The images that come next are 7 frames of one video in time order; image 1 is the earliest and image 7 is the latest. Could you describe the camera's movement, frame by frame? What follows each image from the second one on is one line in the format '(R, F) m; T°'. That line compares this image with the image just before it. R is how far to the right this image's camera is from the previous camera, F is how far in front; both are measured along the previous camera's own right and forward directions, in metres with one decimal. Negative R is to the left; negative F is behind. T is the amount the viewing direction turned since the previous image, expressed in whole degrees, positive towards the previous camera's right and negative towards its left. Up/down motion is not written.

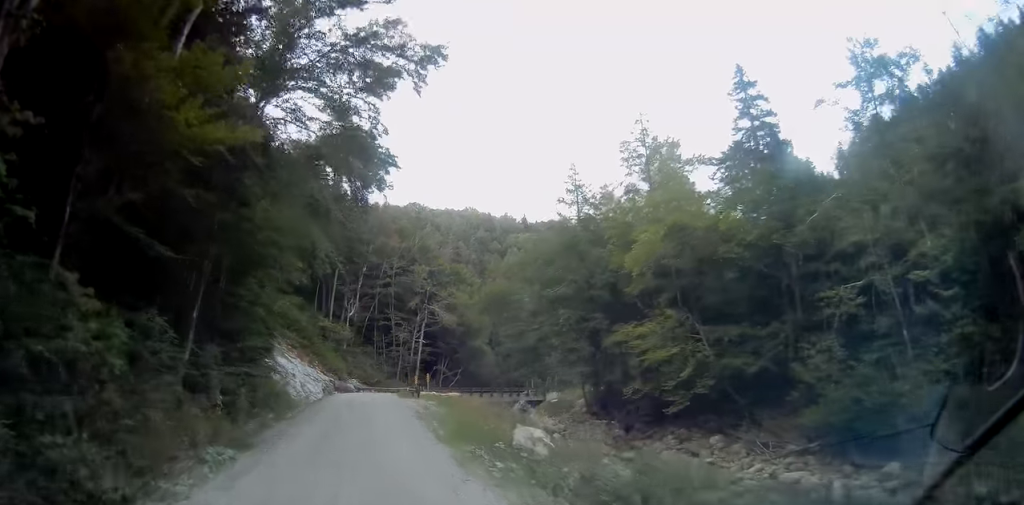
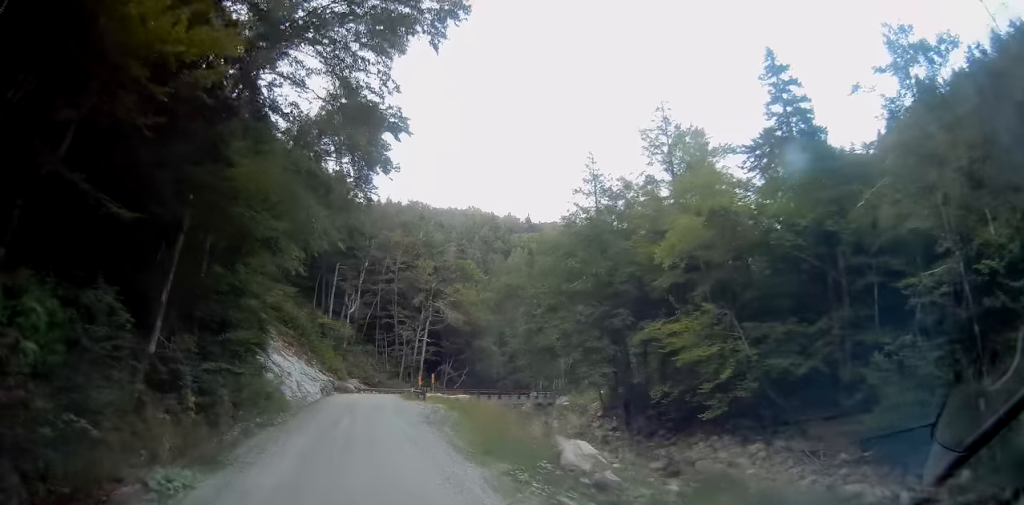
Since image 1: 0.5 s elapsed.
(0.0, +4.3) m; 0°
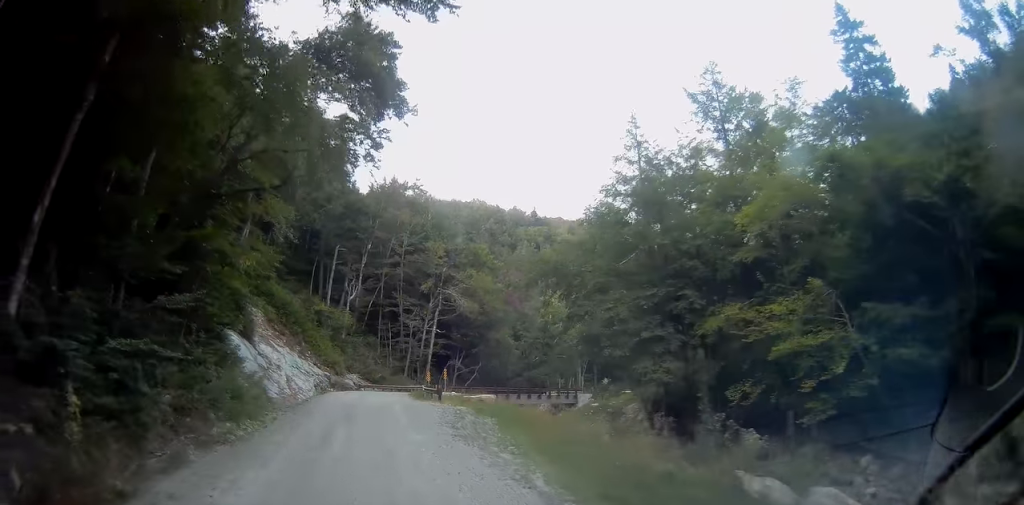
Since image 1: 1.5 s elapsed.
(+0.1, +9.0) m; +1°
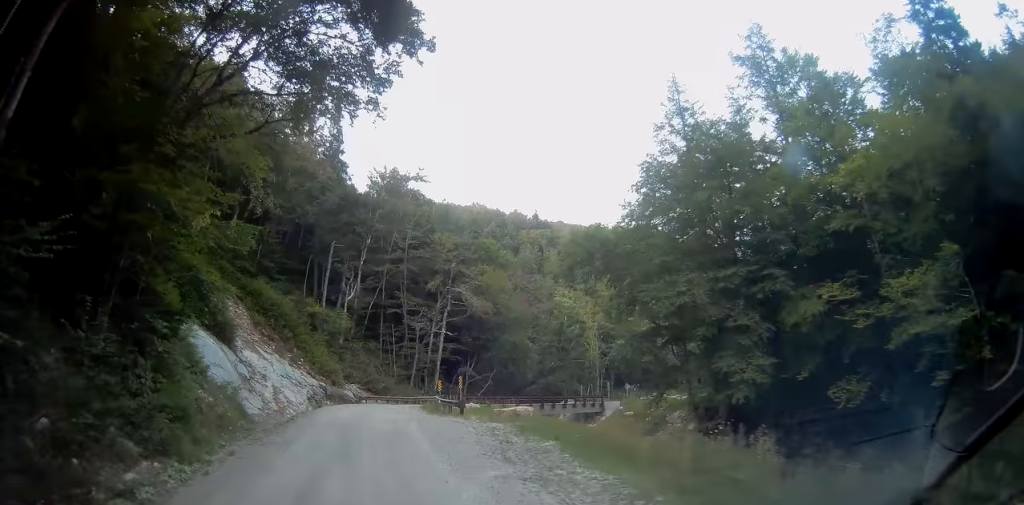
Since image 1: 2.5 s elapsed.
(0.0, +8.0) m; 0°
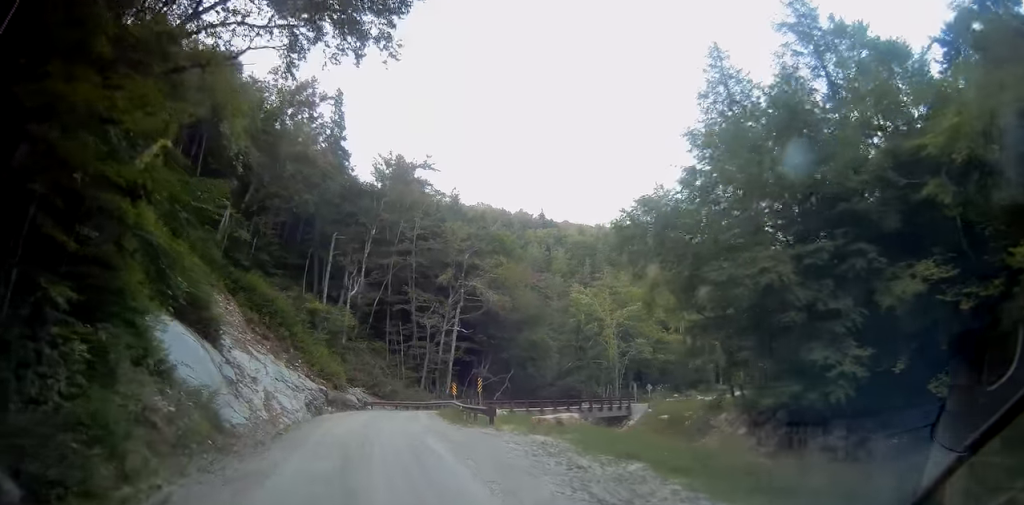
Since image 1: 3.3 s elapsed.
(0.0, +5.7) m; +2°
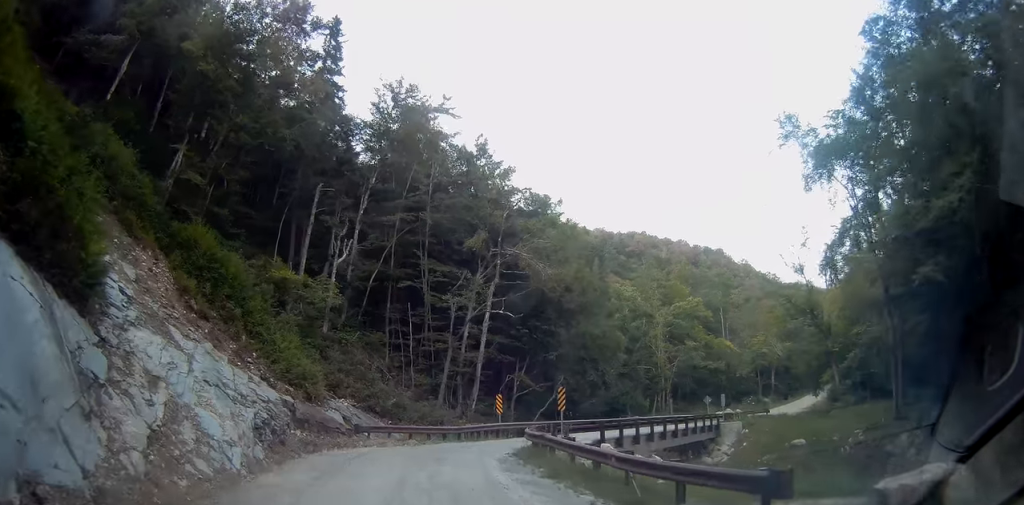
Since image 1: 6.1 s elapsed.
(-0.3, +17.9) m; -2°
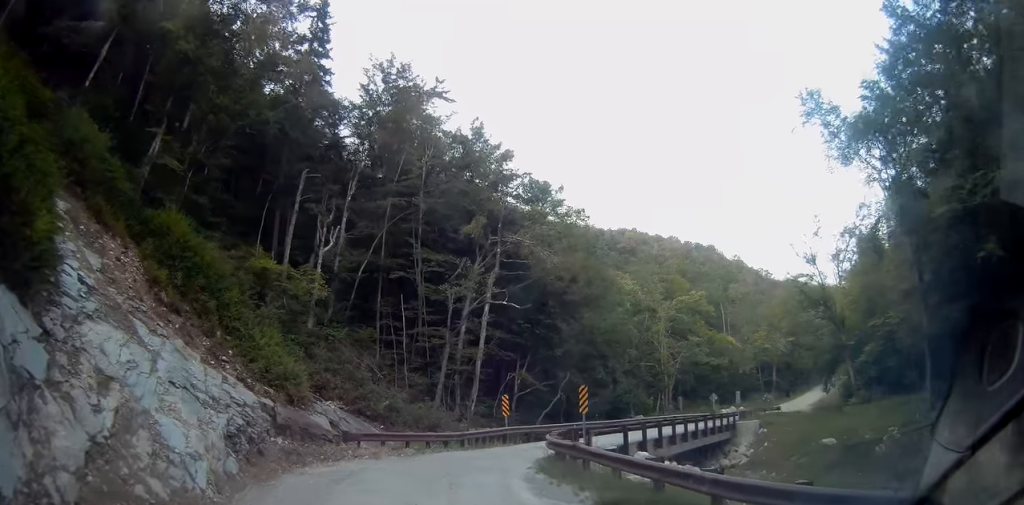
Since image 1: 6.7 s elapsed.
(+0.1, +3.5) m; +2°
